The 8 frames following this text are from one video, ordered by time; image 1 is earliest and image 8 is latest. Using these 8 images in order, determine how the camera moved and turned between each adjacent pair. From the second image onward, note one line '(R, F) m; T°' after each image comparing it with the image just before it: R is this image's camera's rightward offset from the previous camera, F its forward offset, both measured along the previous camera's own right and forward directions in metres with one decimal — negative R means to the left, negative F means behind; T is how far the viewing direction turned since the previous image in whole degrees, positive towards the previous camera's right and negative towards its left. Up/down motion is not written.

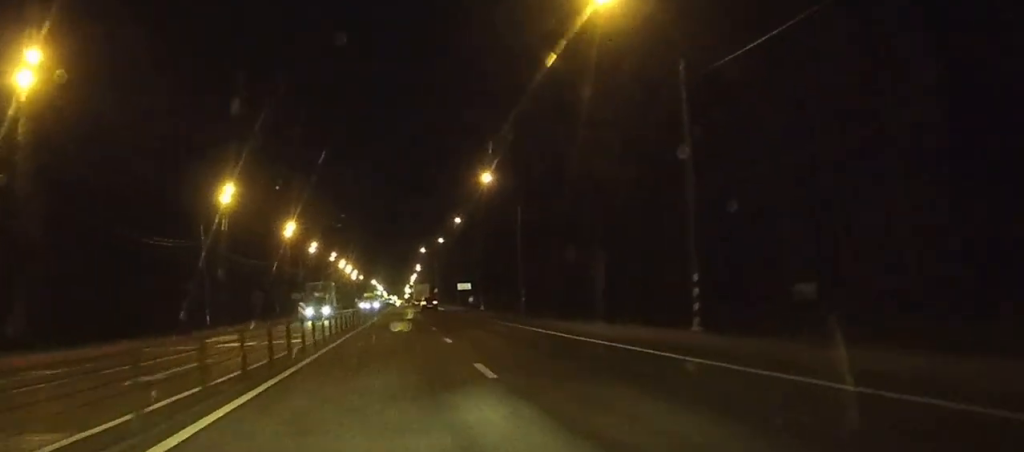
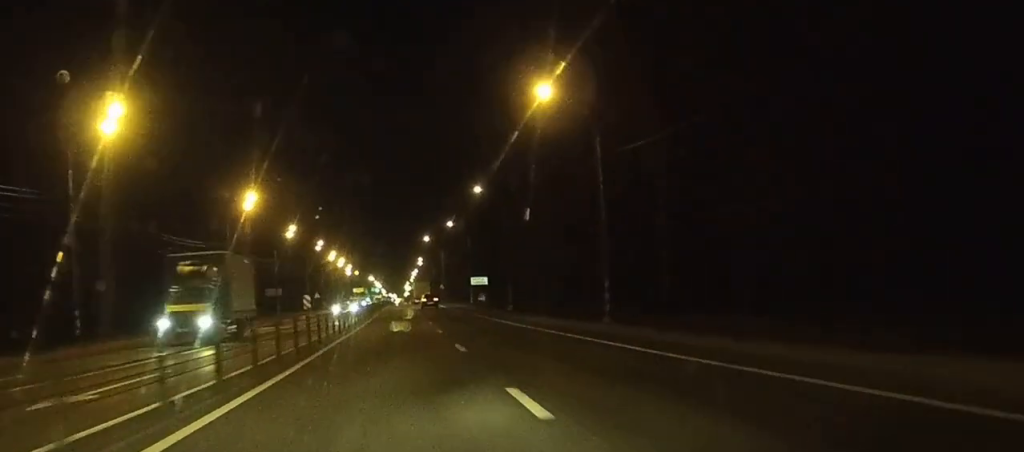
(0.0, +28.9) m; 0°
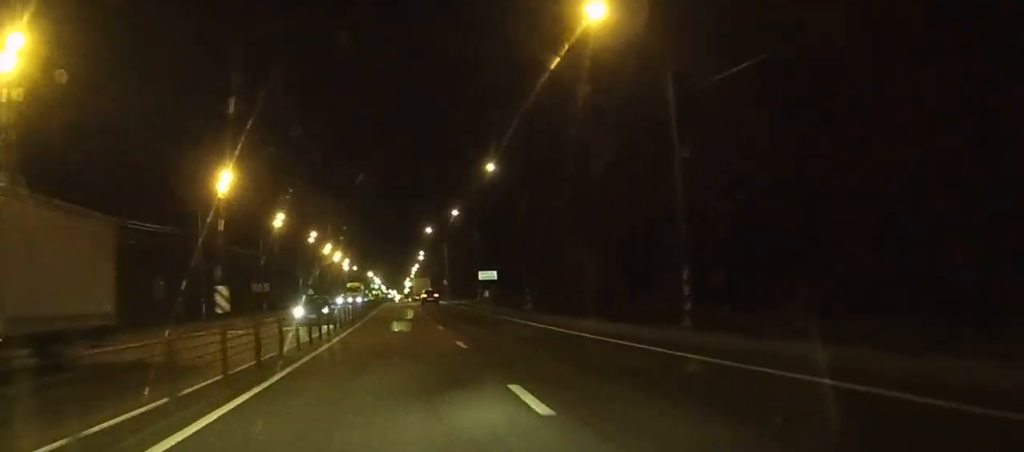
(0.0, +11.7) m; 0°
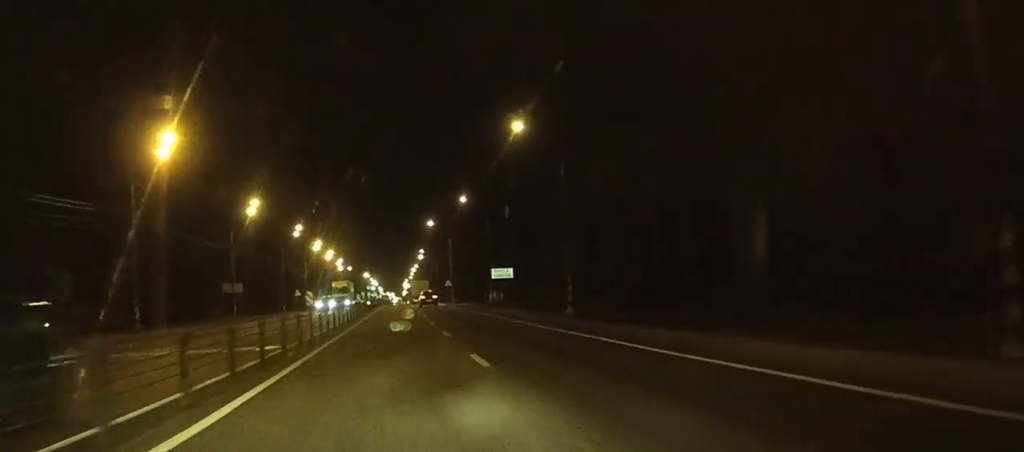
(+0.1, +17.1) m; 0°
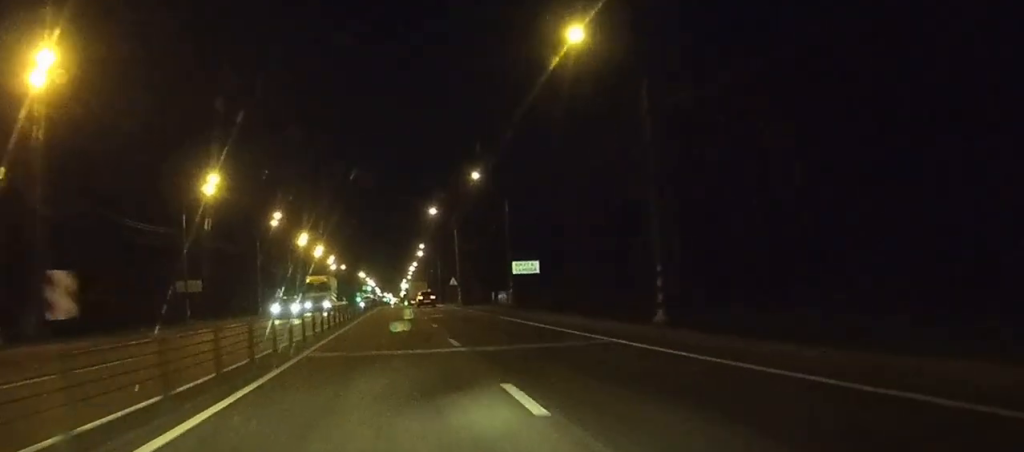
(0.0, +18.5) m; 0°
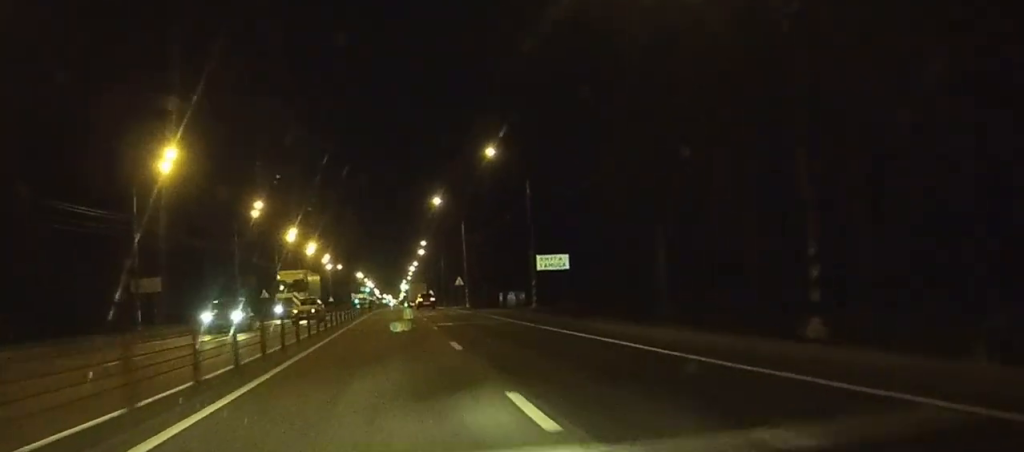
(0.0, +13.0) m; 0°
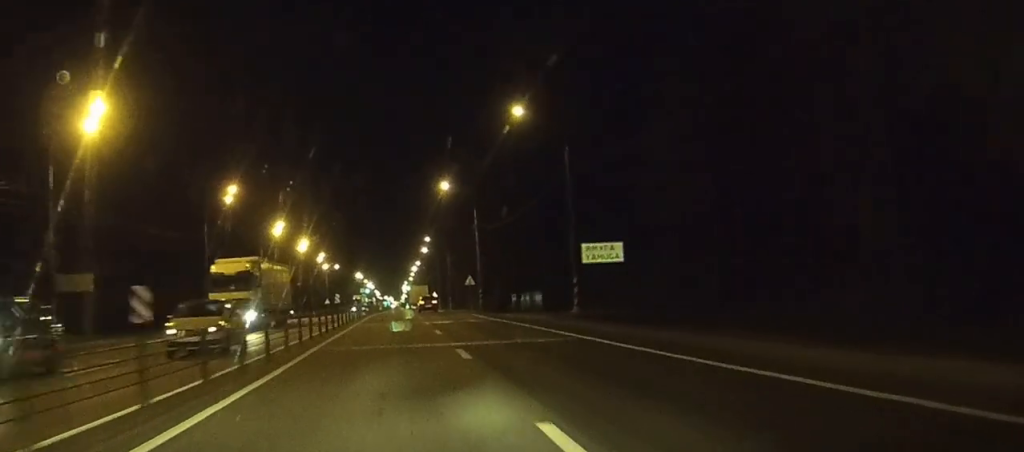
(0.0, +14.4) m; 0°
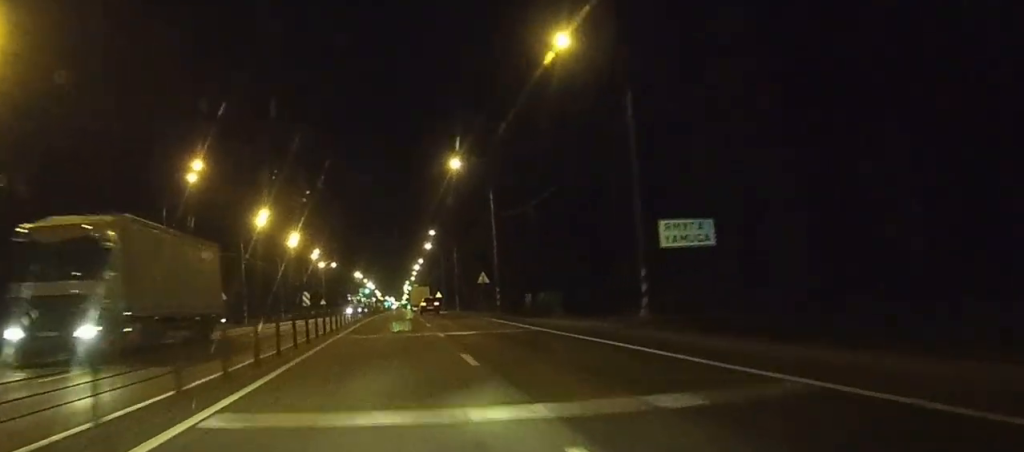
(0.0, +13.6) m; 0°
